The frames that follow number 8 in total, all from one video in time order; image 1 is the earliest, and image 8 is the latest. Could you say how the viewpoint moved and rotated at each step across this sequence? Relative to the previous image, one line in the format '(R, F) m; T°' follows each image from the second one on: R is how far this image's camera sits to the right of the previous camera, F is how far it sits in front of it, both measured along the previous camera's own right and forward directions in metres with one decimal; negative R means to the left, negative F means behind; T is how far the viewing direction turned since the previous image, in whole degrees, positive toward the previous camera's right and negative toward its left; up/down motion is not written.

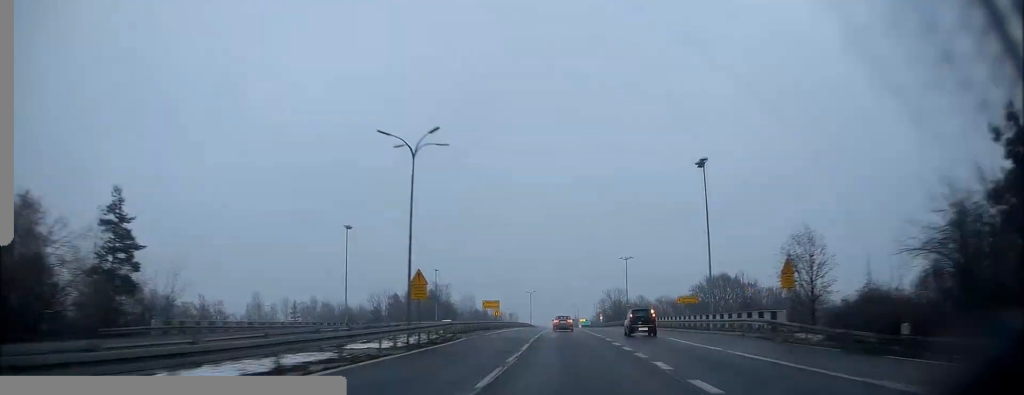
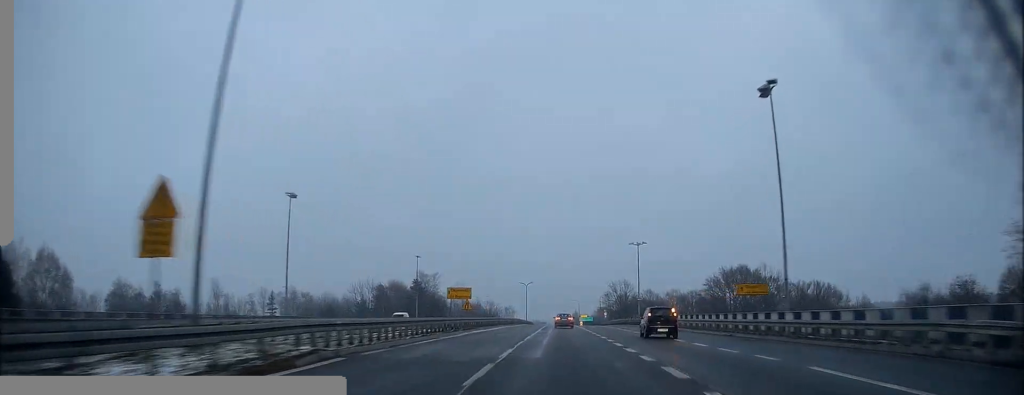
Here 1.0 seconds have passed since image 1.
(-0.3, +18.4) m; -1°
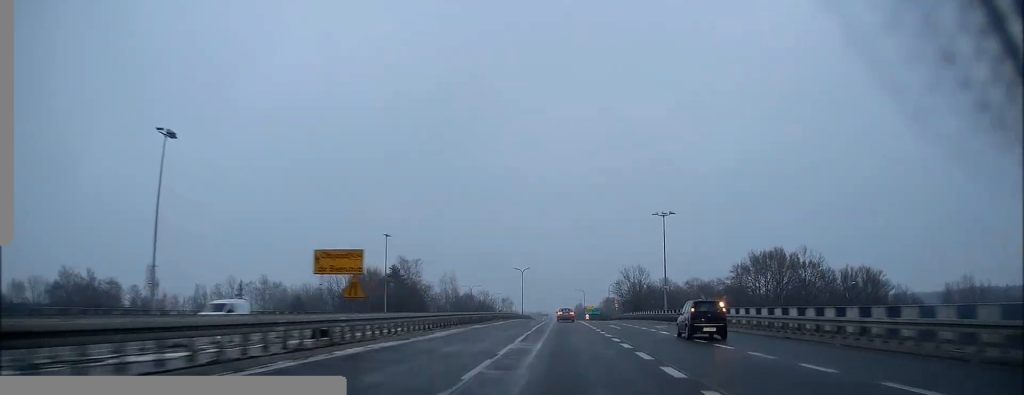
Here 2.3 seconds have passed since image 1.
(0.0, +23.5) m; +1°
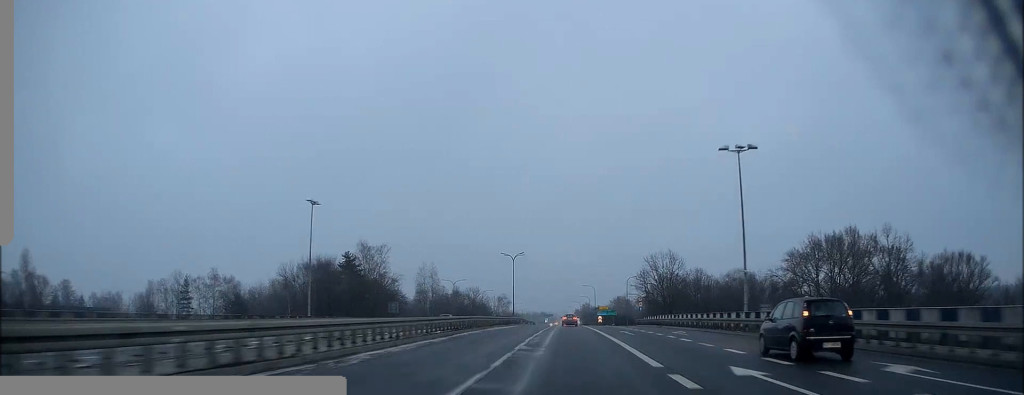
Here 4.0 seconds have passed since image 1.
(0.0, +31.7) m; 0°
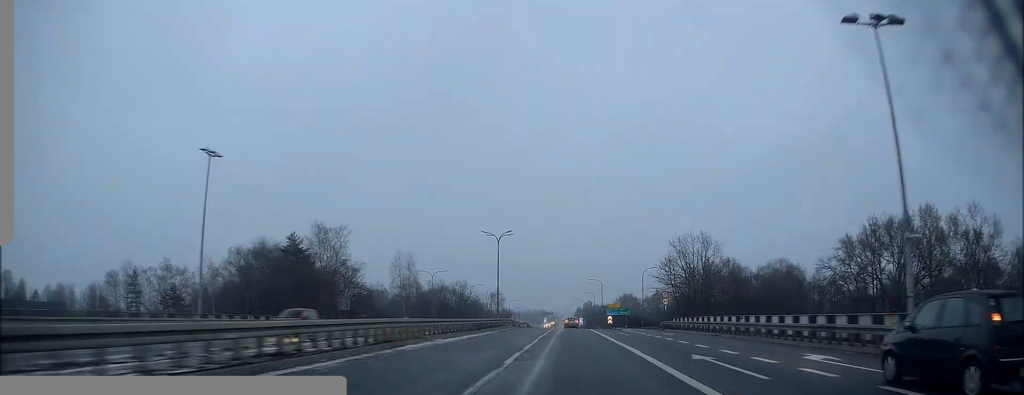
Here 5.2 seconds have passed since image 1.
(+0.2, +22.4) m; 0°
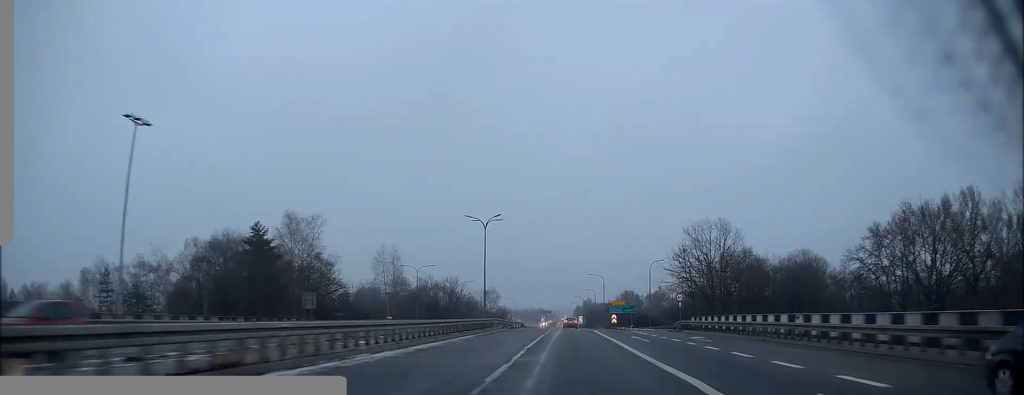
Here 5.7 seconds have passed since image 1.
(-0.2, +9.9) m; -1°
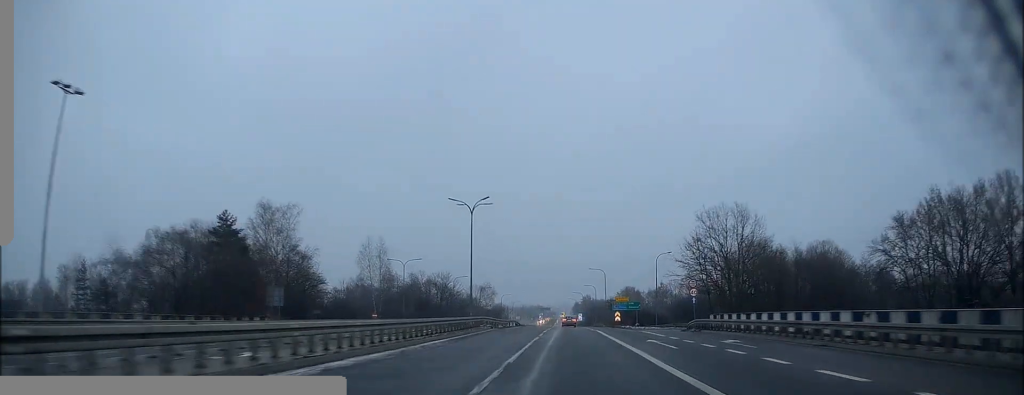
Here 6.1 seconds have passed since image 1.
(-0.1, +7.4) m; 0°
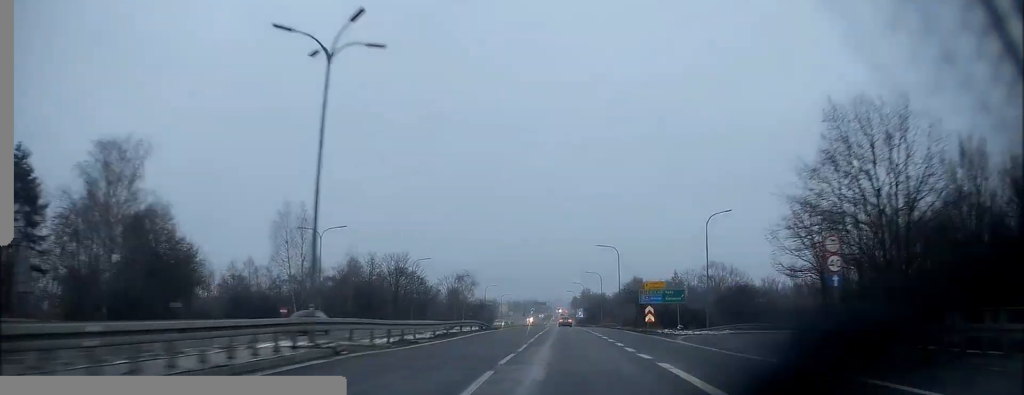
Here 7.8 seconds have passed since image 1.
(+0.7, +30.7) m; +1°
